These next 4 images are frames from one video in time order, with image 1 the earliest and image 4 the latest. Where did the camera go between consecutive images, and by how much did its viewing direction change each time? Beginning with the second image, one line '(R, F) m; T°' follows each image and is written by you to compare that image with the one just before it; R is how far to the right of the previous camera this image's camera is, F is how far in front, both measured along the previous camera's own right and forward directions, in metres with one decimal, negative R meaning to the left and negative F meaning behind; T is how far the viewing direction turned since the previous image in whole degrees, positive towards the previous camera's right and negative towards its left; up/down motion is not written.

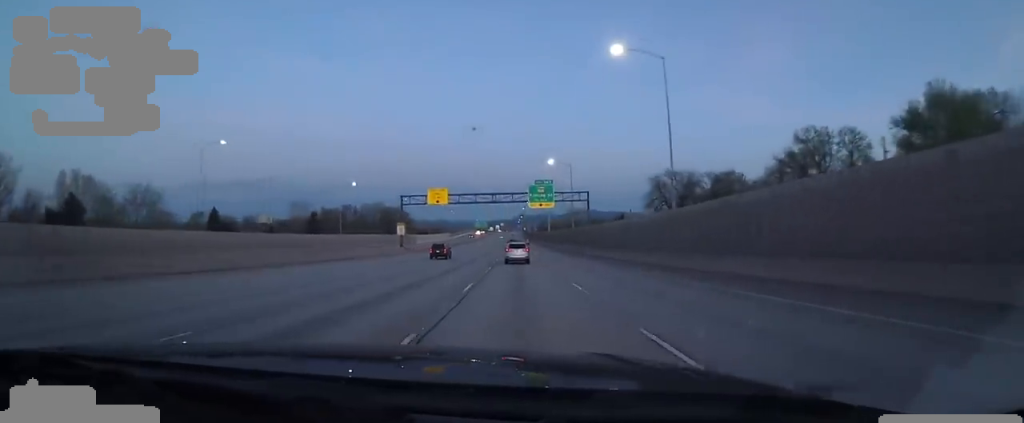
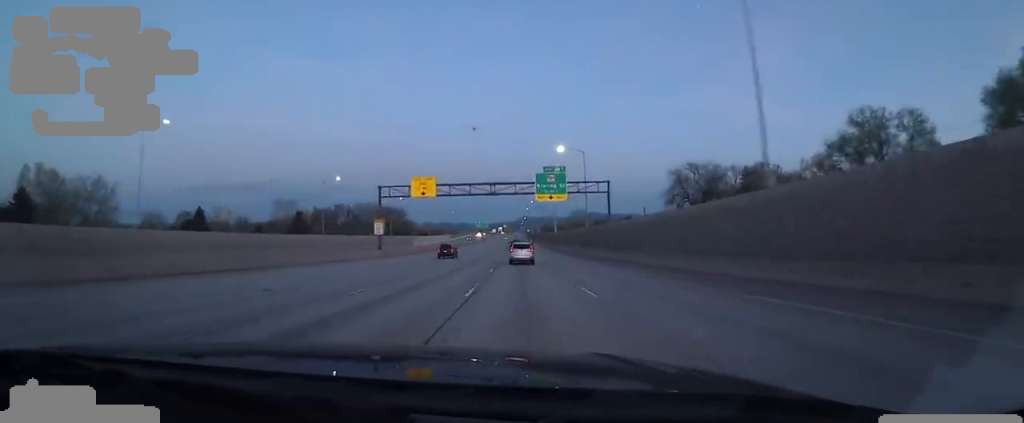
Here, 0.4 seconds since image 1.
(0.0, +13.6) m; 0°
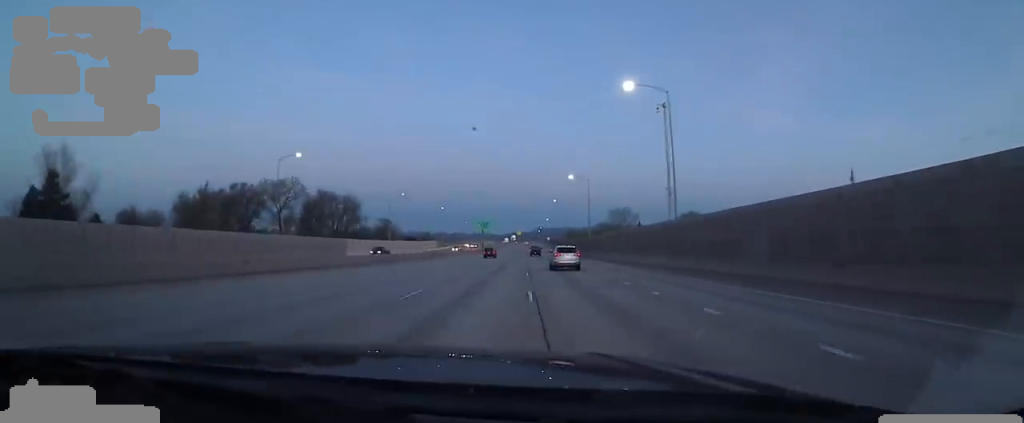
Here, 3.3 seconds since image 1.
(-2.6, +87.3) m; 0°
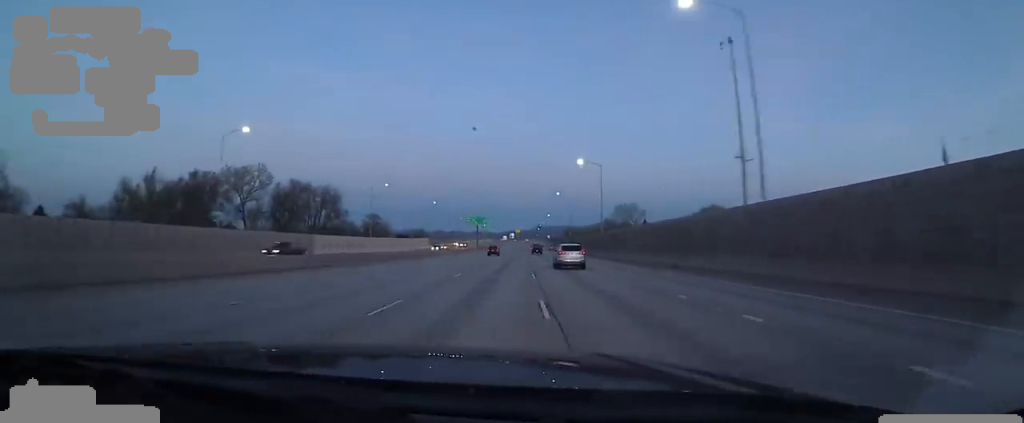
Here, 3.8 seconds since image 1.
(0.0, +15.1) m; 0°
